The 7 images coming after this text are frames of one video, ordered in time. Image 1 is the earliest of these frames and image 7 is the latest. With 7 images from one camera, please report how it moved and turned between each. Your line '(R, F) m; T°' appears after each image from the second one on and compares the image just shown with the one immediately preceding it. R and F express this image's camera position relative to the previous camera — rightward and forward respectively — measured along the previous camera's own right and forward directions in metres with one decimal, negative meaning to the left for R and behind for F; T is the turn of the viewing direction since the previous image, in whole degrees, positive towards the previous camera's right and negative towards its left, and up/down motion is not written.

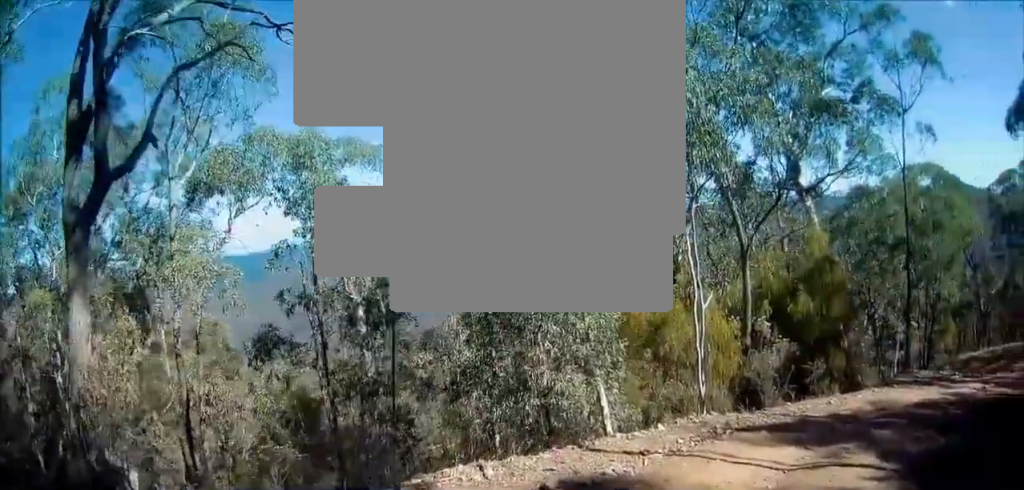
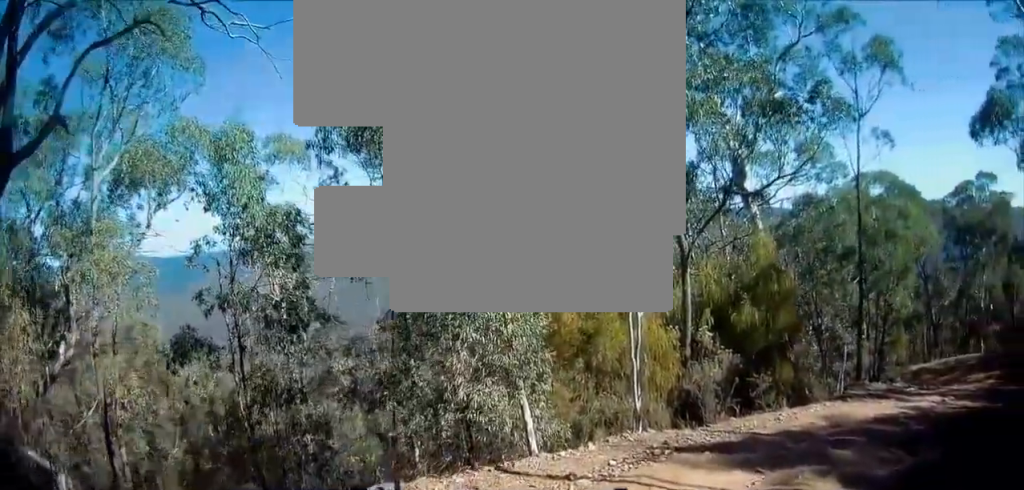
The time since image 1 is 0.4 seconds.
(0.0, +0.9) m; +9°
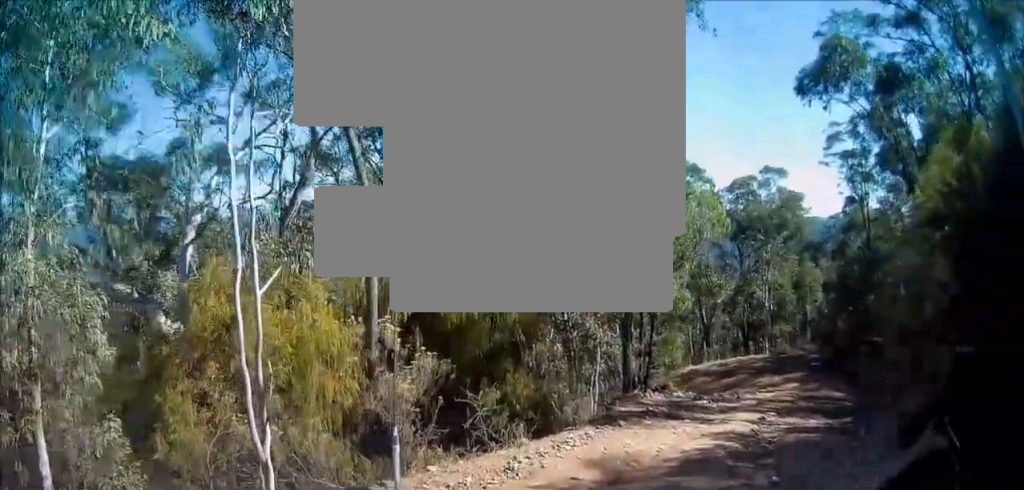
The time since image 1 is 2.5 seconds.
(+1.4, +4.1) m; +34°
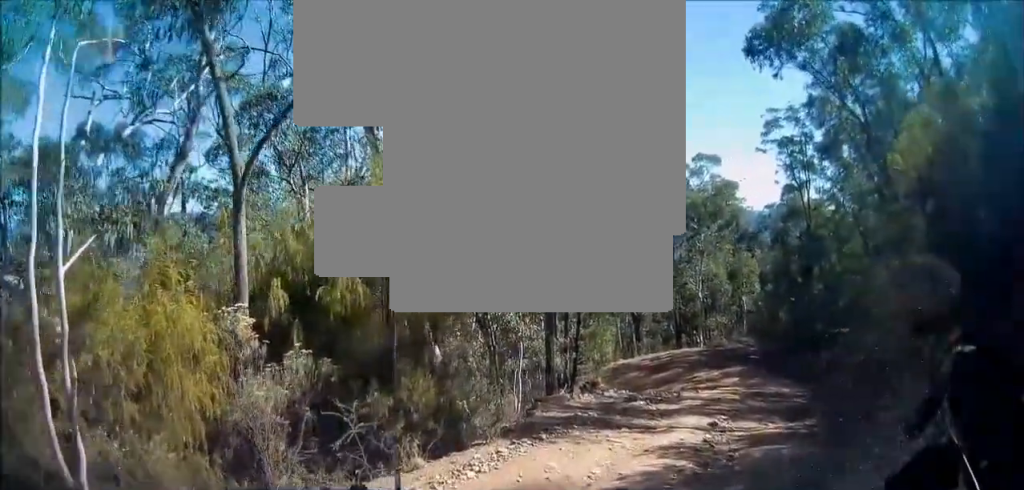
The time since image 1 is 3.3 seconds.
(+0.3, +1.6) m; +10°
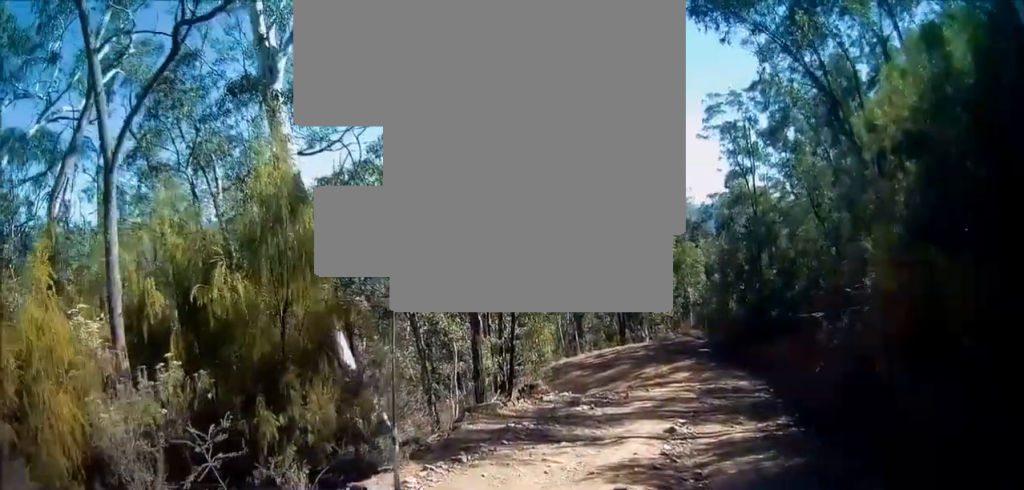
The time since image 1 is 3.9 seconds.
(+0.1, +1.4) m; +4°
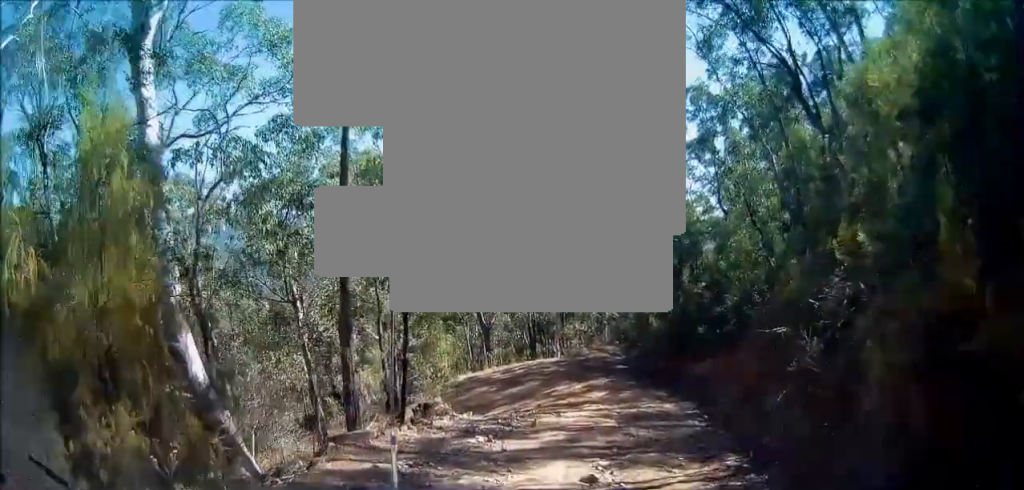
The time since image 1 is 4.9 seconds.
(0.0, +2.2) m; -3°
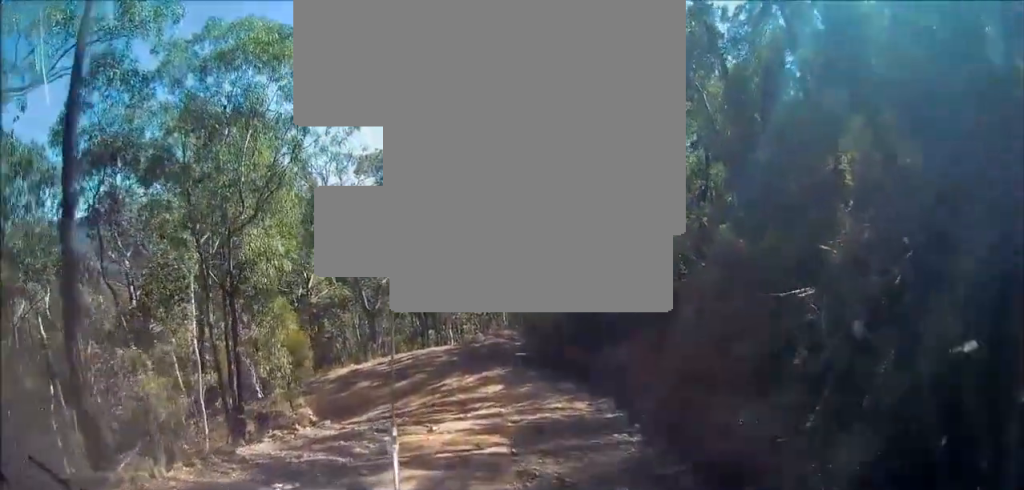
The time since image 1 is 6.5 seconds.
(-0.1, +3.5) m; 0°
